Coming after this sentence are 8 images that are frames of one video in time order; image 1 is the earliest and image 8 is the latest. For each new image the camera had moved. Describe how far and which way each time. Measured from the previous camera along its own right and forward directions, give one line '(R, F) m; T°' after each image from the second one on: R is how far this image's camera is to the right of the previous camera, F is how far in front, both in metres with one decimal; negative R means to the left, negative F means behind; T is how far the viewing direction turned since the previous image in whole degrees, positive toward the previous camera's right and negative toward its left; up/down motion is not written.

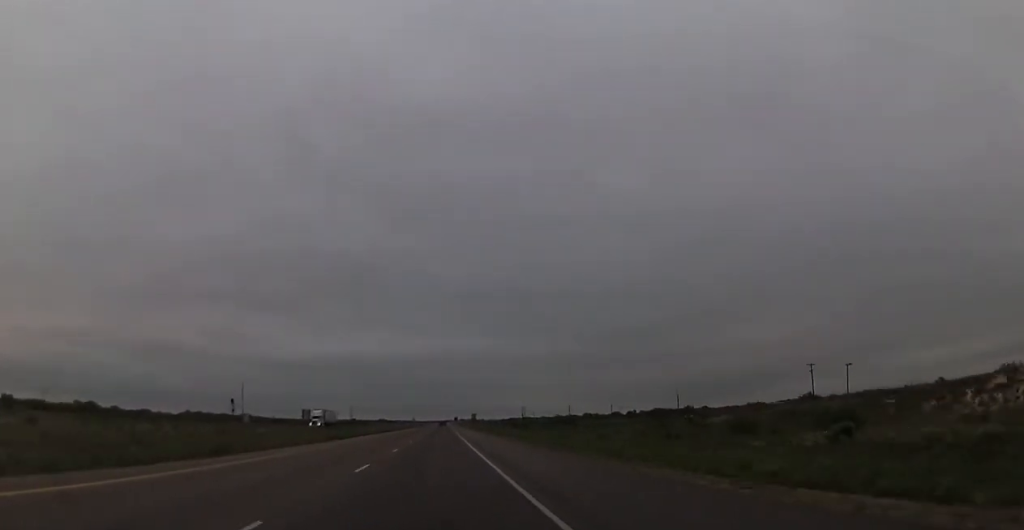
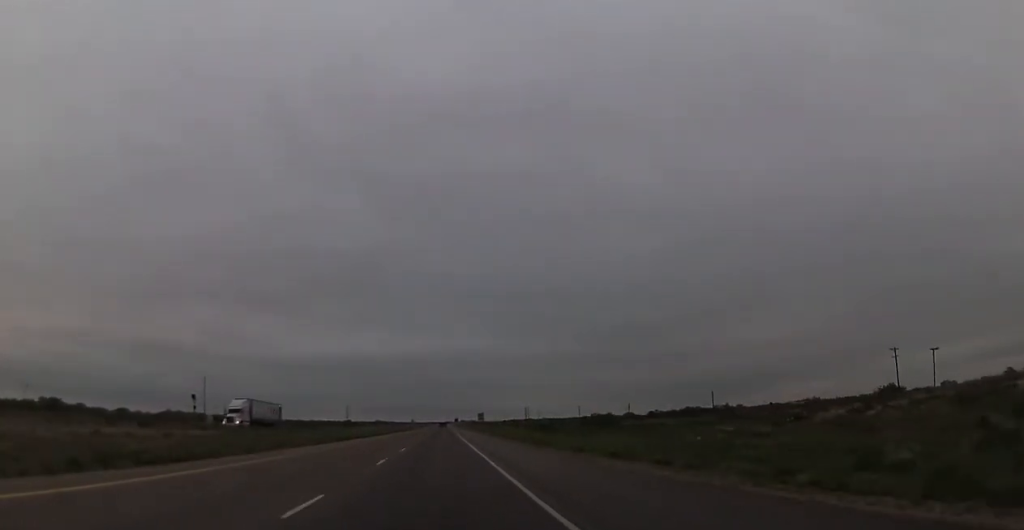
(0.0, +32.7) m; 0°
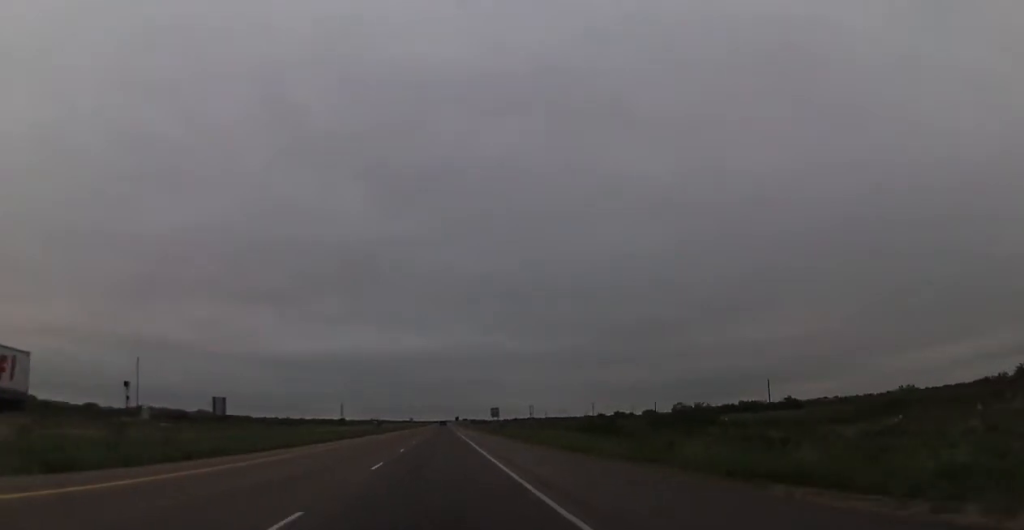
(0.0, +39.0) m; +1°
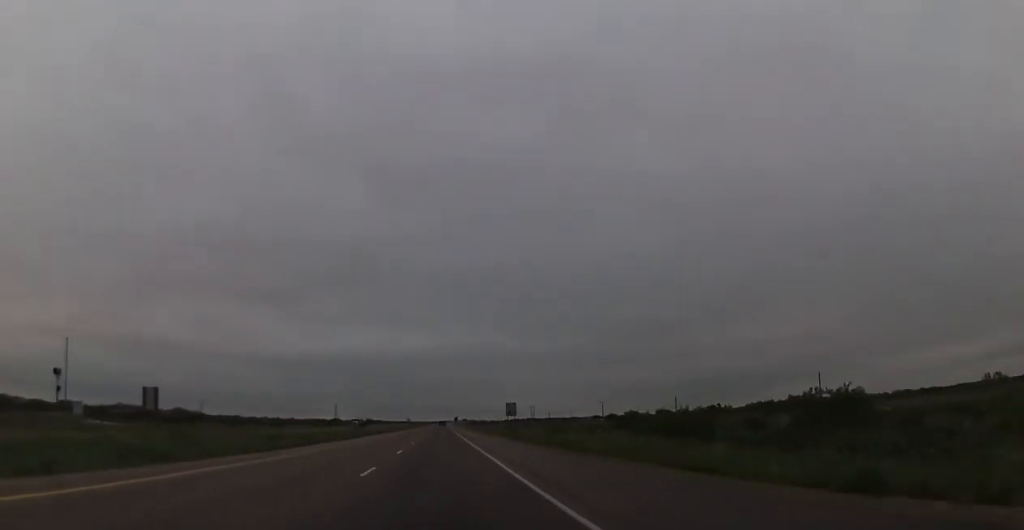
(+0.2, +26.8) m; 0°
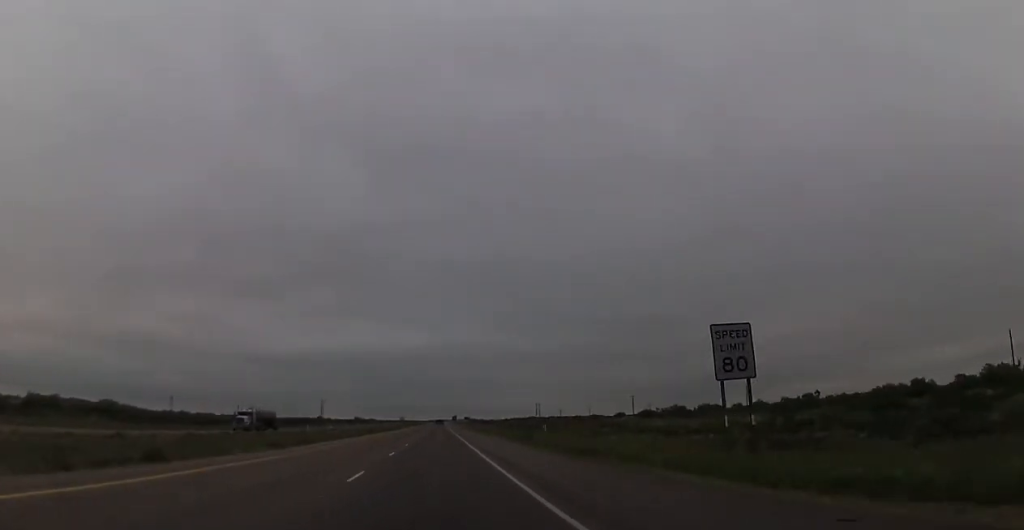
(-0.3, +62.2) m; -1°
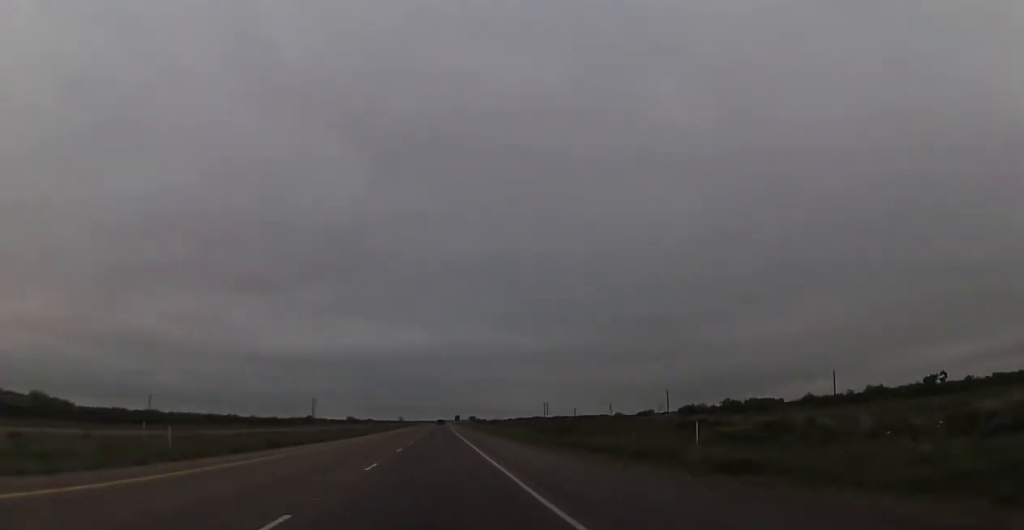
(+0.2, +45.2) m; 0°
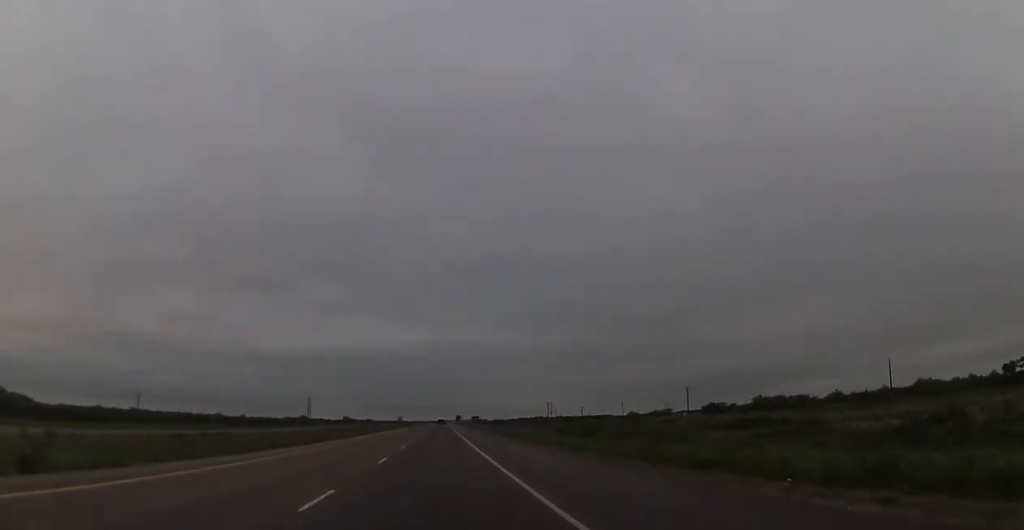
(0.0, +20.7) m; 0°
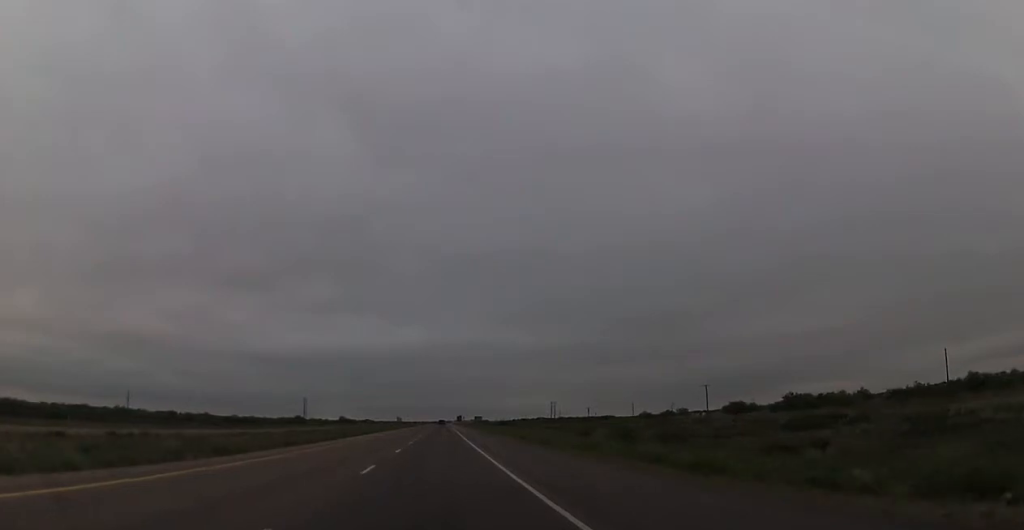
(0.0, +17.1) m; 0°
